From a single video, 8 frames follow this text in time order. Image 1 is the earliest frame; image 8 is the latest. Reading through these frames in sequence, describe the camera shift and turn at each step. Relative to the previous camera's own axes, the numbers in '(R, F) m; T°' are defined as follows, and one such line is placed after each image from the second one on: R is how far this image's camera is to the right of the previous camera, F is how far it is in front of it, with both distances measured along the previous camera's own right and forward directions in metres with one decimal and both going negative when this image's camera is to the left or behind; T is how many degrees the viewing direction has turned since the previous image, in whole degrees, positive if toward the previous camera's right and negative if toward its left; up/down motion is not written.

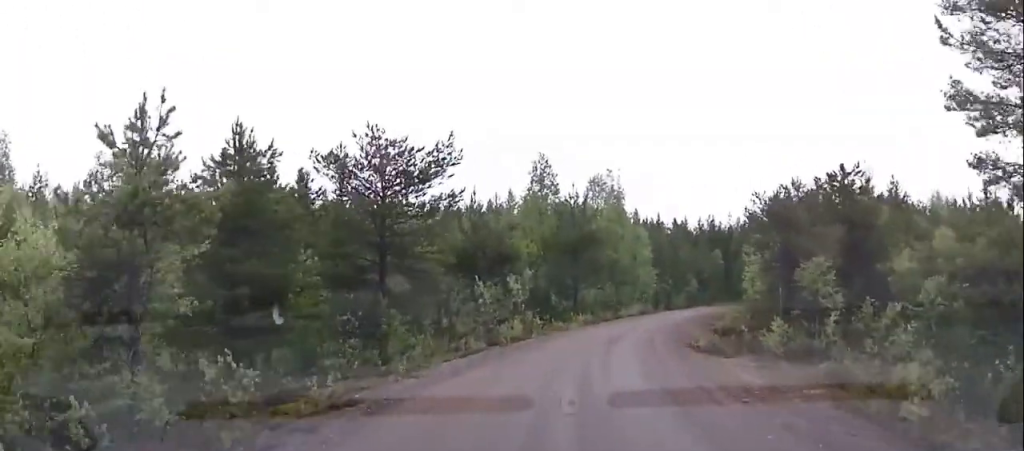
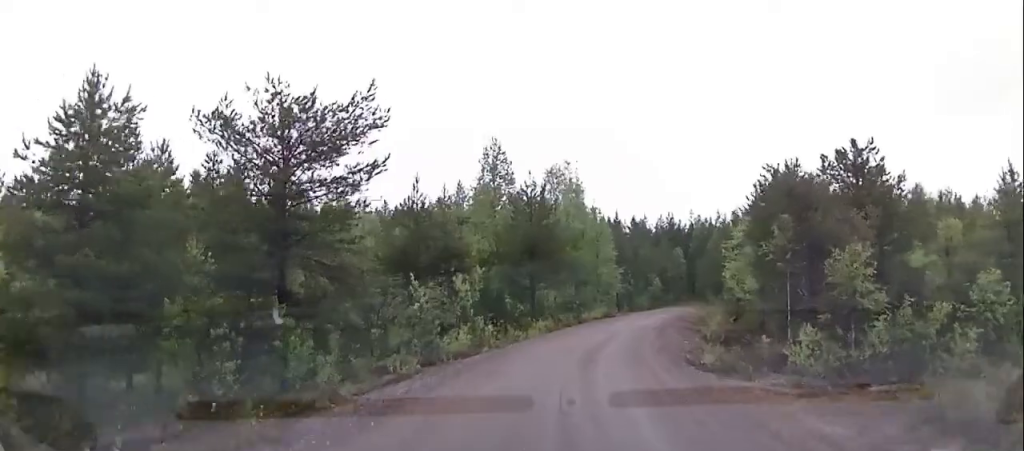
(+0.1, +4.7) m; +4°
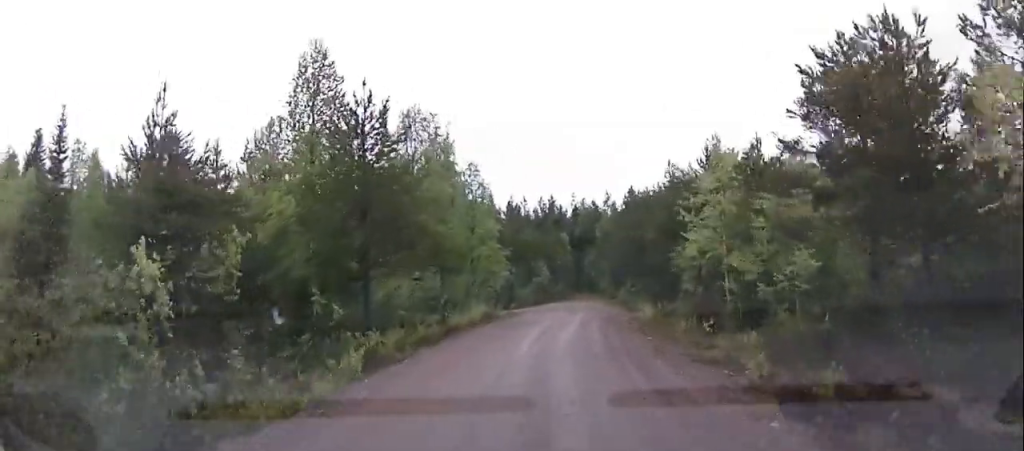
(+1.4, +13.6) m; +13°
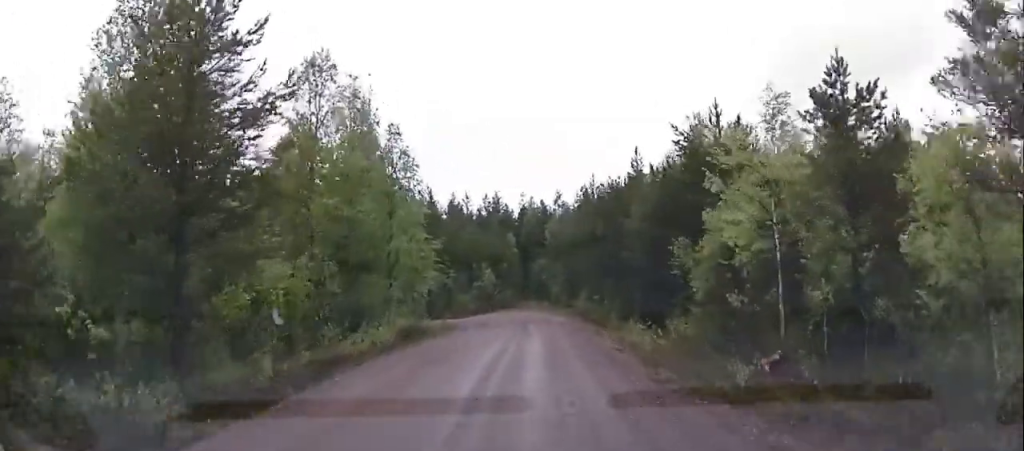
(+0.6, +8.5) m; 0°
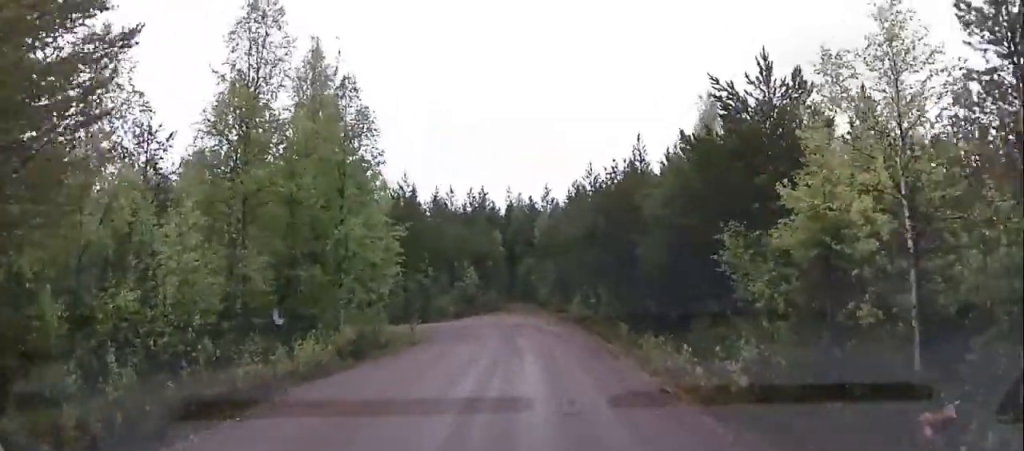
(-0.4, +5.4) m; 0°
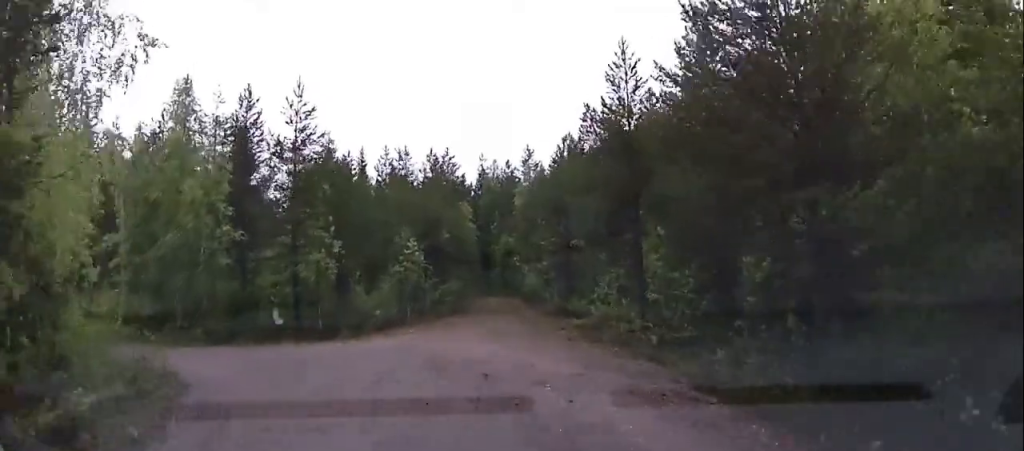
(+0.6, +18.8) m; +1°
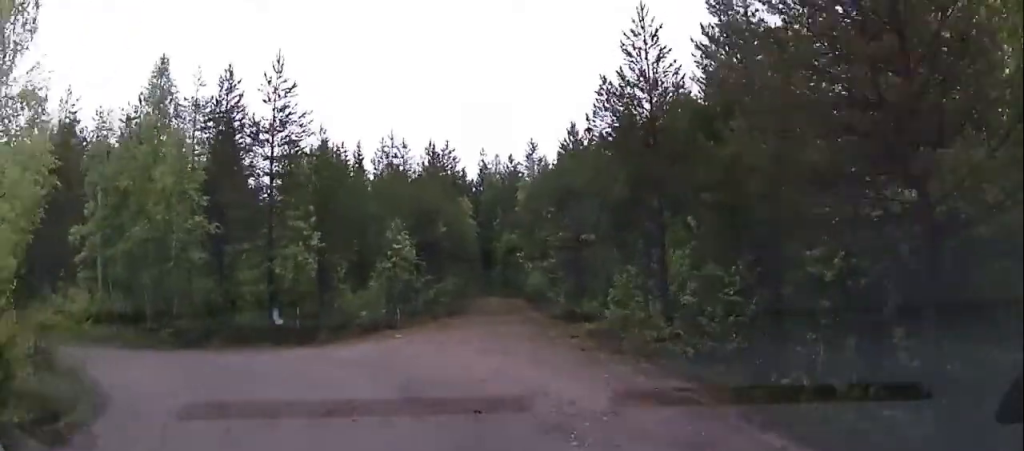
(0.0, +2.5) m; -1°
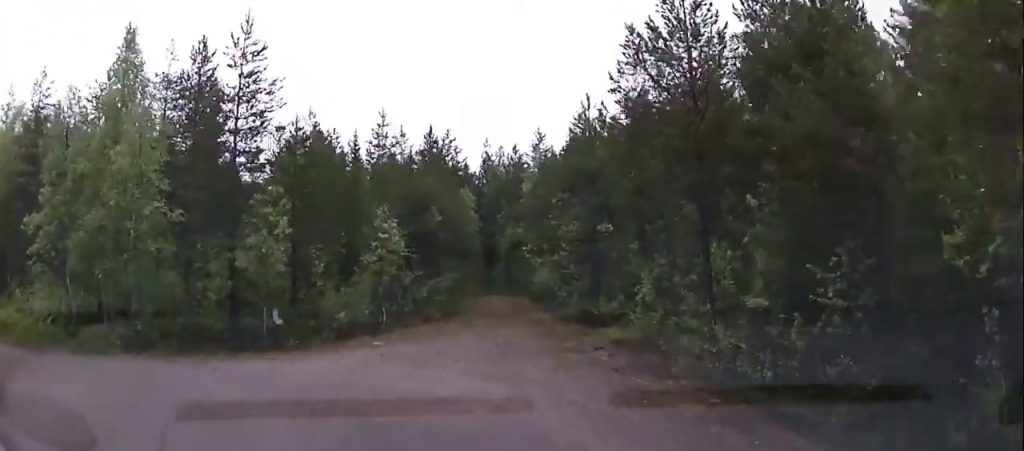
(+0.1, +3.4) m; -2°
